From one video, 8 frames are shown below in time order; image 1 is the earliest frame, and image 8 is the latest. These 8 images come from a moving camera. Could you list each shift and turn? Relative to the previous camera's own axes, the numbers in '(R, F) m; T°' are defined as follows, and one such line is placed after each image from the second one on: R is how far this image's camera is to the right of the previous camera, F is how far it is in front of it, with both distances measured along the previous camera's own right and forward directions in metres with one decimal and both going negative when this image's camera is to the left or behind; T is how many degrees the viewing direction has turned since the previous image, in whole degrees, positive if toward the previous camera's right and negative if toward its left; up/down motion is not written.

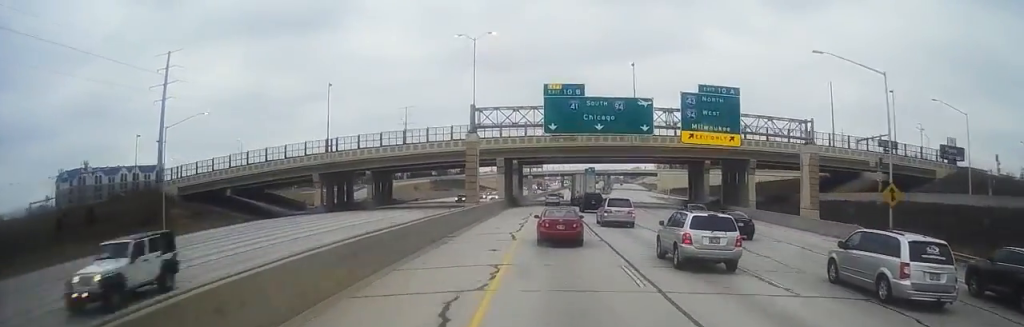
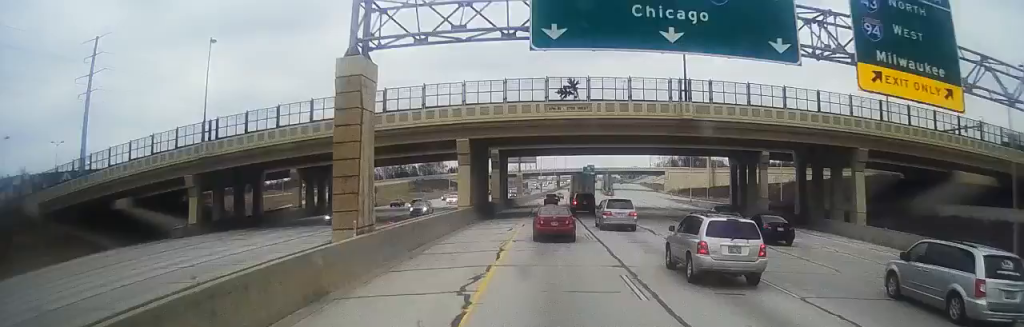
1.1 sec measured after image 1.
(0.0, +30.8) m; 0°
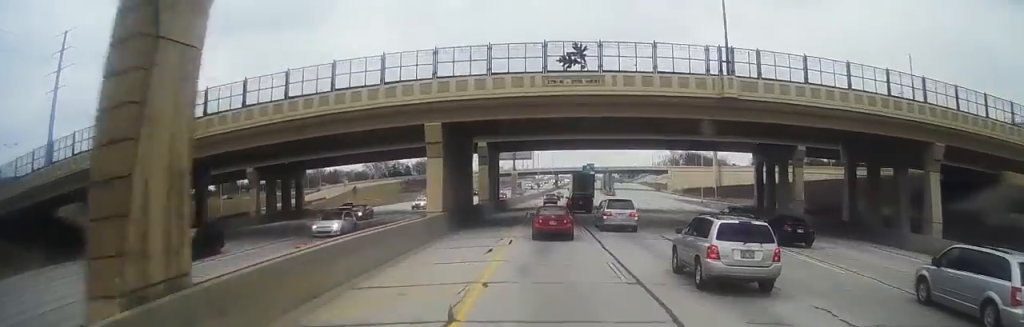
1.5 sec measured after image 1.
(0.0, +11.5) m; 0°
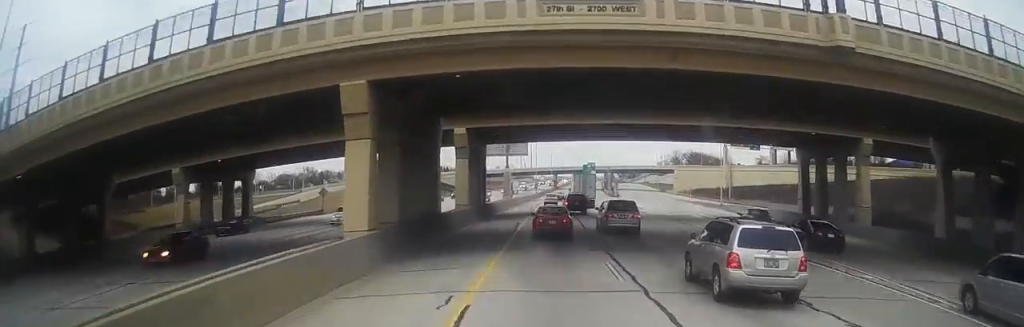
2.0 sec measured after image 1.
(0.0, +14.5) m; 0°
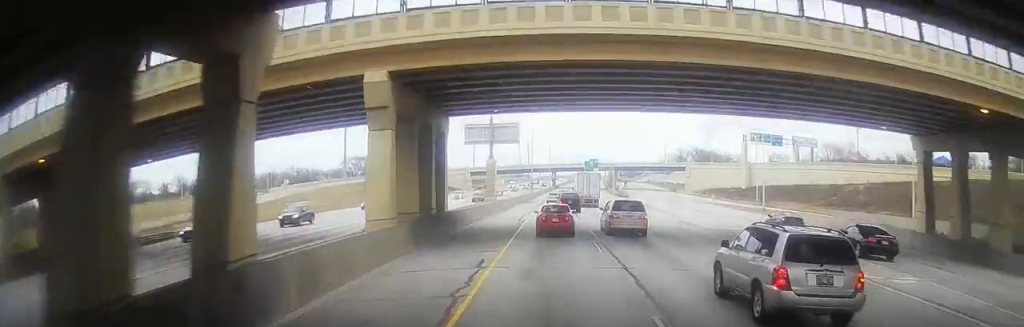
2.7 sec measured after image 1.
(0.0, +22.3) m; 0°
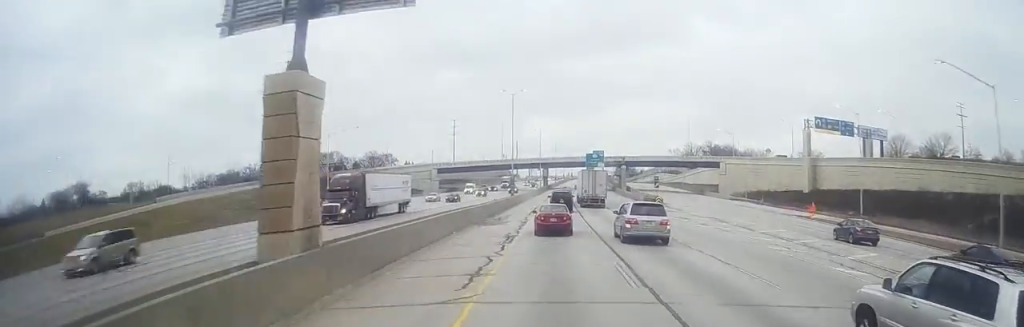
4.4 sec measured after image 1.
(+1.7, +50.6) m; +5°
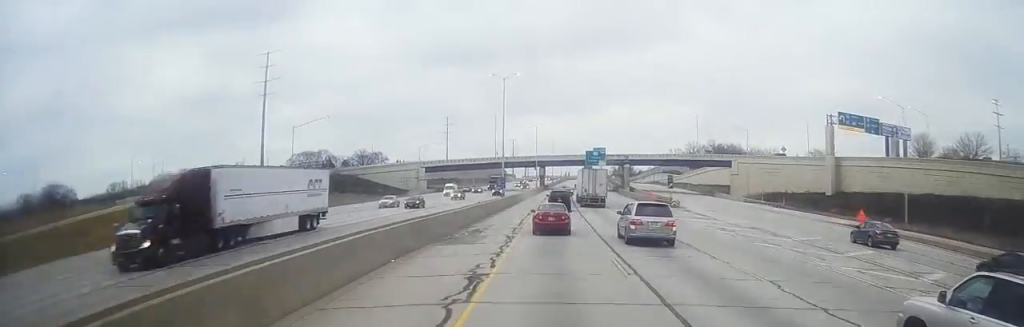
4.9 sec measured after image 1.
(+0.2, +13.4) m; +1°
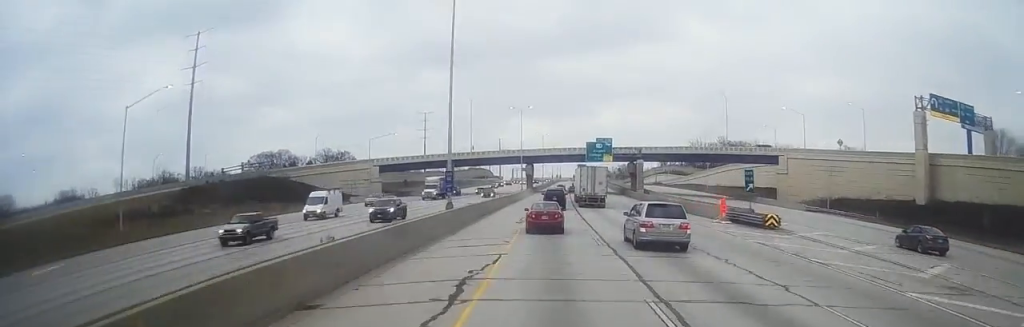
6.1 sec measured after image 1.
(+0.2, +38.3) m; -1°
